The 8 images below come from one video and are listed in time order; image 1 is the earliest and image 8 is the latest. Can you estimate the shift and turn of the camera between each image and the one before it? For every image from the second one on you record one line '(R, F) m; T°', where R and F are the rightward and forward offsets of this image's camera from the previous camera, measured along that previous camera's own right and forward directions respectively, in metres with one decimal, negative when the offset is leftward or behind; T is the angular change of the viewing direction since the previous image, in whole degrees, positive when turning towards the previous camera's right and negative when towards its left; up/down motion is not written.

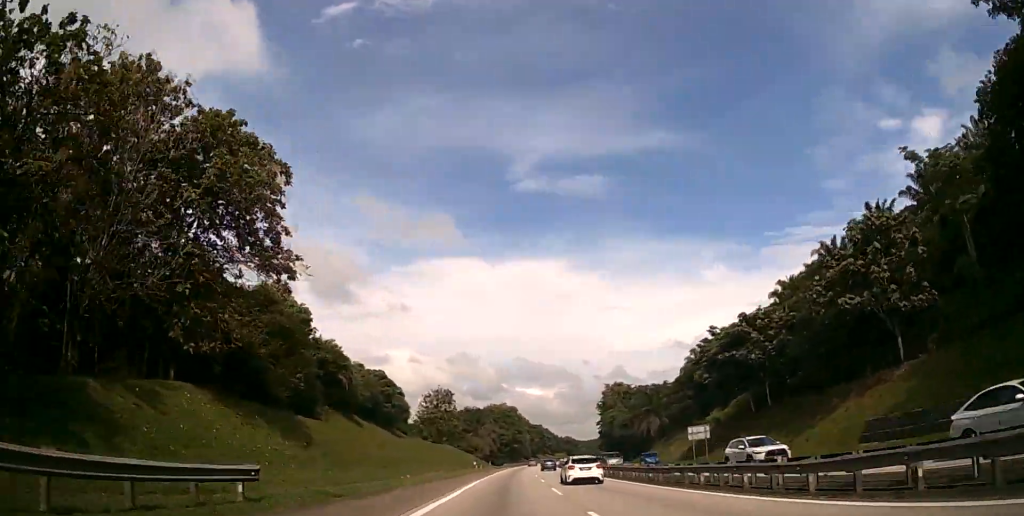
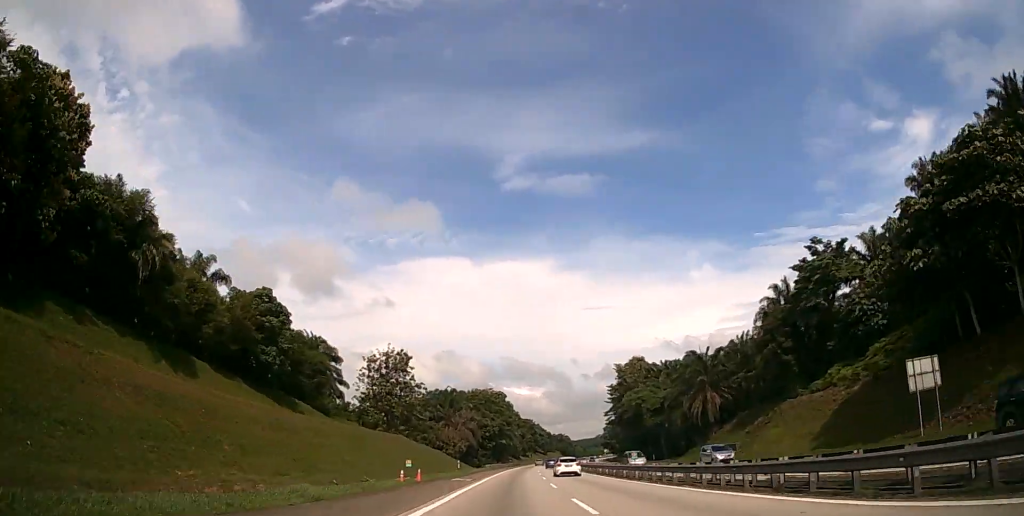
(+0.4, +44.2) m; +1°
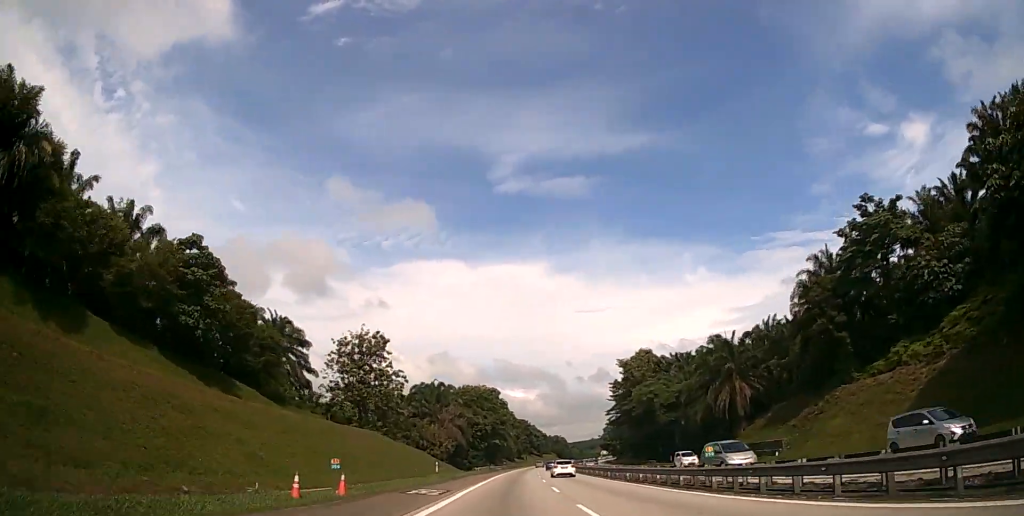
(0.0, +13.3) m; 0°
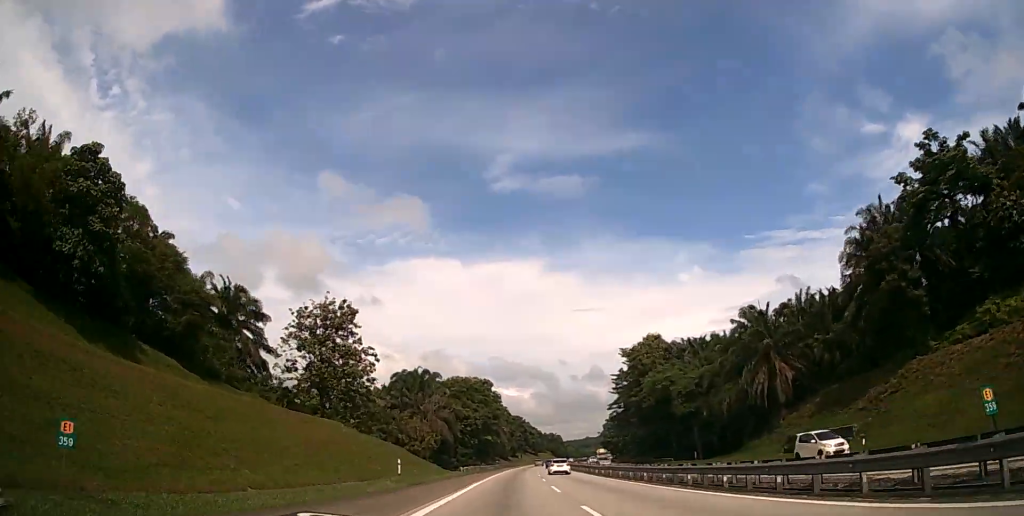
(+0.1, +13.3) m; +1°
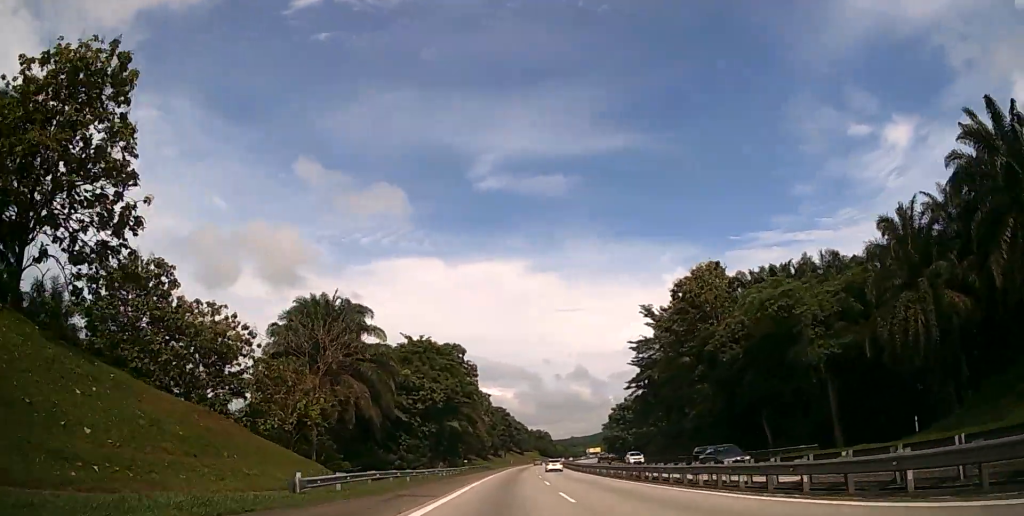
(+0.6, +42.0) m; +2°
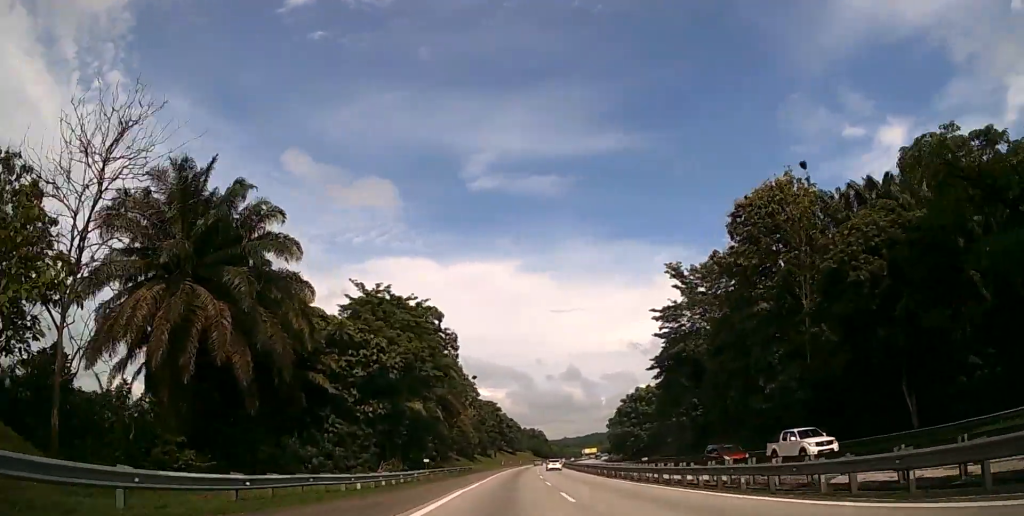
(+0.1, +24.3) m; +1°
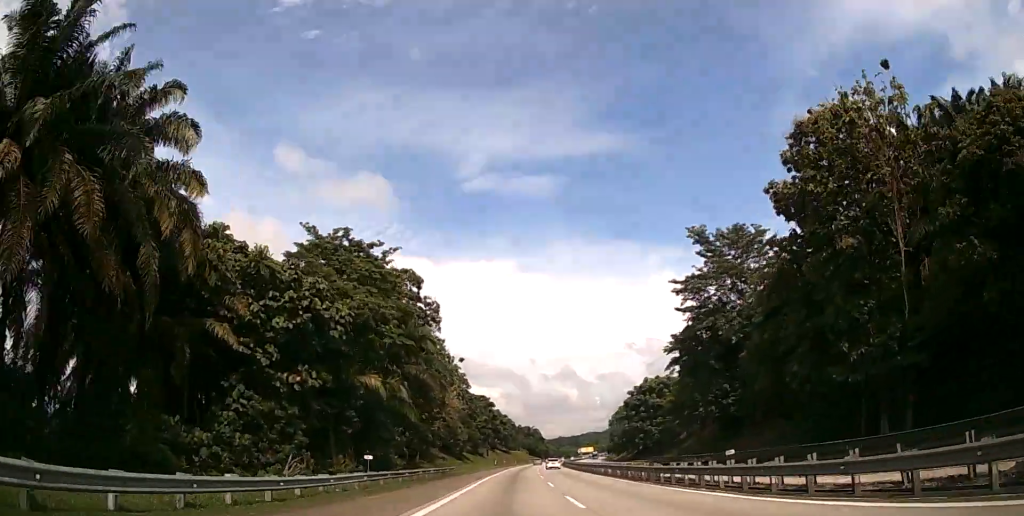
(+0.2, +14.3) m; +1°
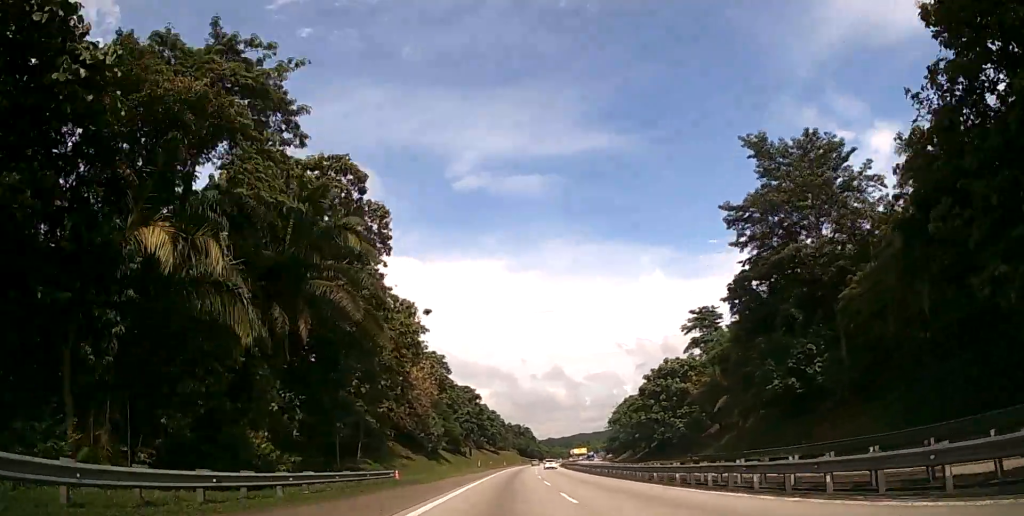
(+0.2, +23.2) m; +1°
